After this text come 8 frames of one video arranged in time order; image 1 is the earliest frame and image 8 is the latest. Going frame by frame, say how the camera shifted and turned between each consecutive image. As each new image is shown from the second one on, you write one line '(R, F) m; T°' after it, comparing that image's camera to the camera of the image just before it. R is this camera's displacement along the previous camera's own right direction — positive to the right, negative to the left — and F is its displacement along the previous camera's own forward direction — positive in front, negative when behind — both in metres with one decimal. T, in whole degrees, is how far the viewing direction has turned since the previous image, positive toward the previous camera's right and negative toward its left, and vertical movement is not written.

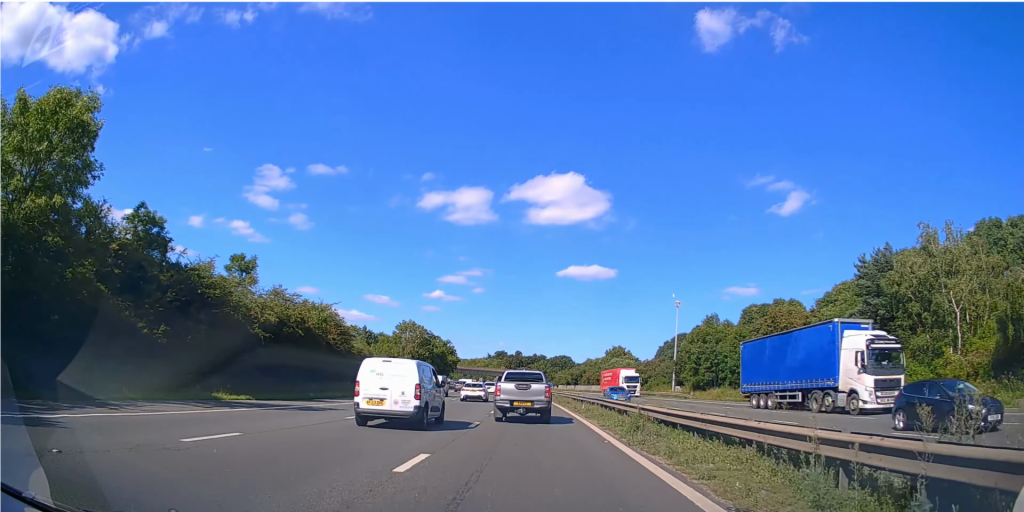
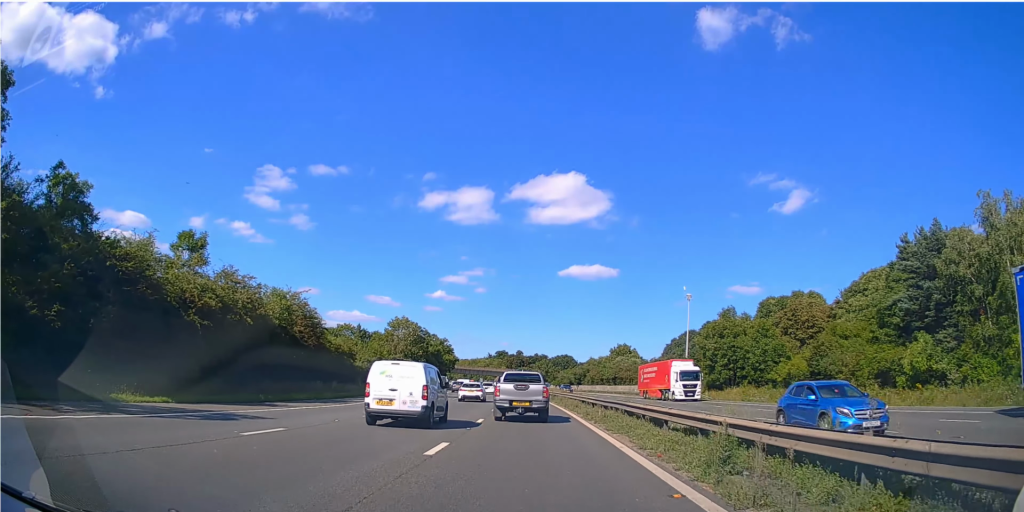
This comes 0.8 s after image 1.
(0.0, +6.7) m; 0°
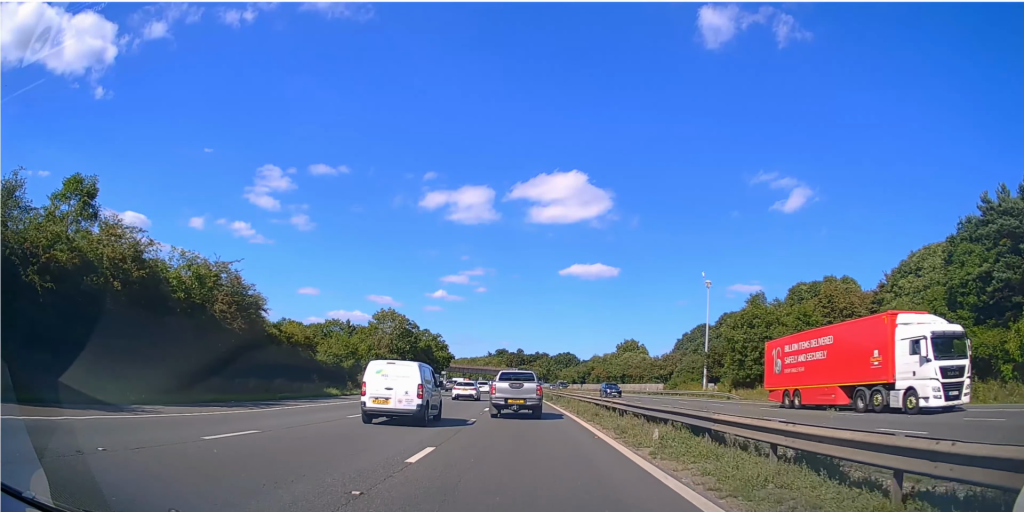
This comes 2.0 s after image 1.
(0.0, +10.6) m; 0°
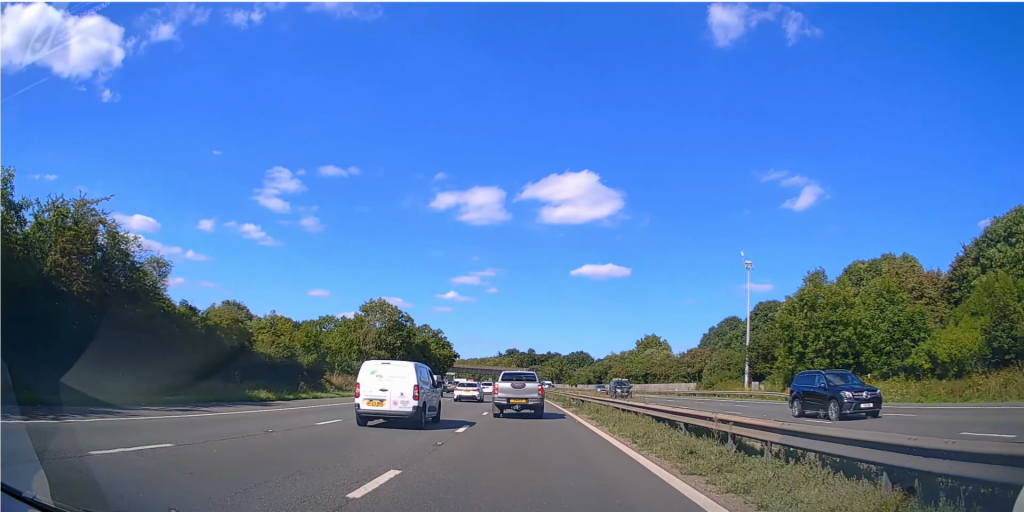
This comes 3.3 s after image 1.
(-0.1, +12.6) m; -1°
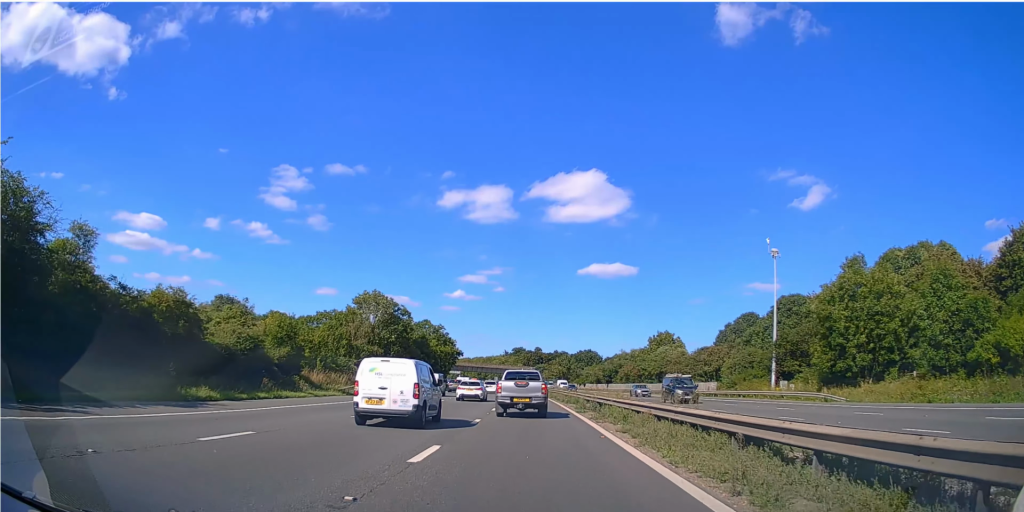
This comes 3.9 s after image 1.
(0.0, +5.9) m; 0°
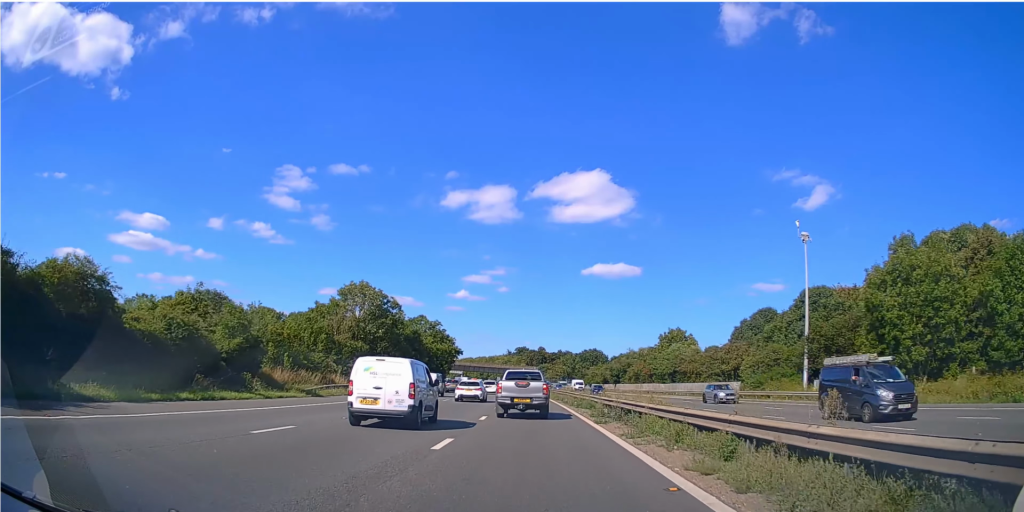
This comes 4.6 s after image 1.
(0.0, +7.3) m; -1°
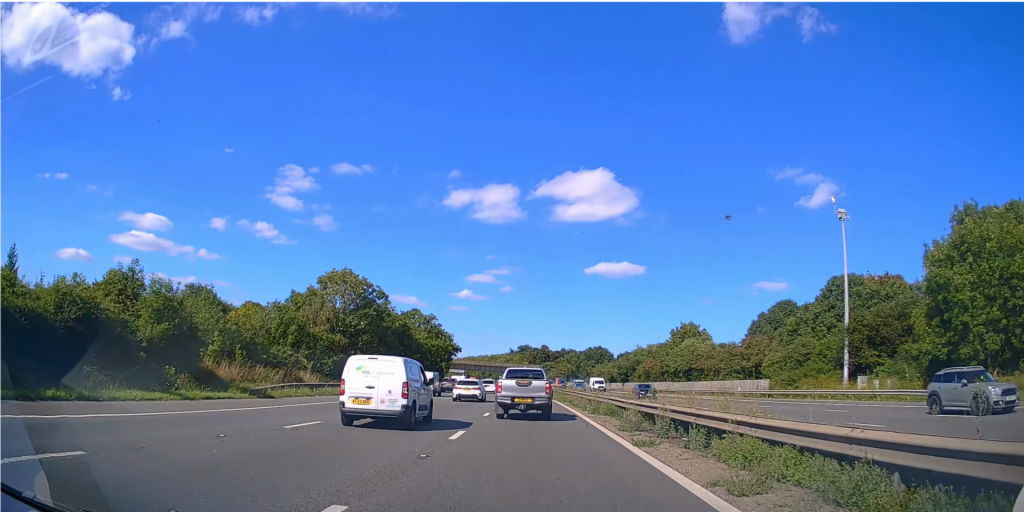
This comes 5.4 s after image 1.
(-0.1, +7.7) m; -1°
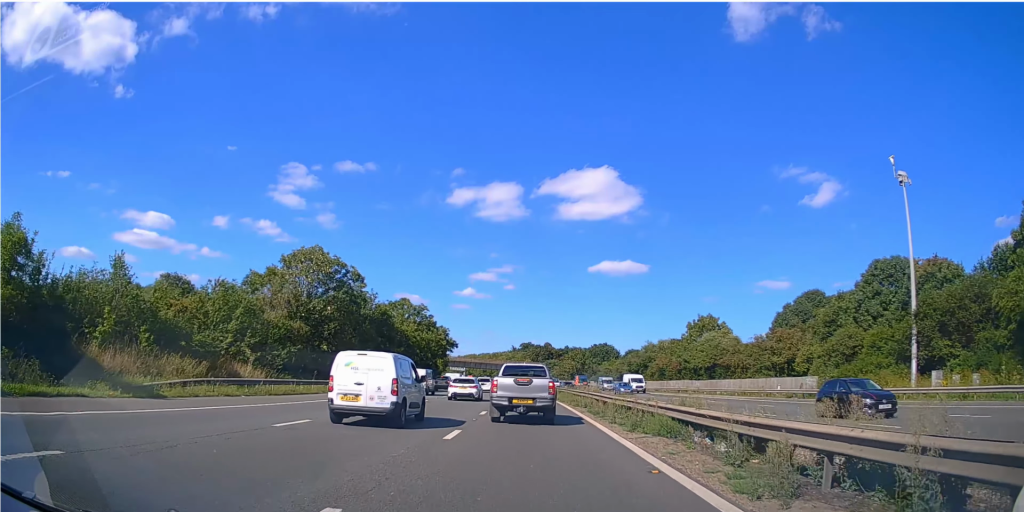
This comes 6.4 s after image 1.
(-0.1, +10.4) m; -1°
